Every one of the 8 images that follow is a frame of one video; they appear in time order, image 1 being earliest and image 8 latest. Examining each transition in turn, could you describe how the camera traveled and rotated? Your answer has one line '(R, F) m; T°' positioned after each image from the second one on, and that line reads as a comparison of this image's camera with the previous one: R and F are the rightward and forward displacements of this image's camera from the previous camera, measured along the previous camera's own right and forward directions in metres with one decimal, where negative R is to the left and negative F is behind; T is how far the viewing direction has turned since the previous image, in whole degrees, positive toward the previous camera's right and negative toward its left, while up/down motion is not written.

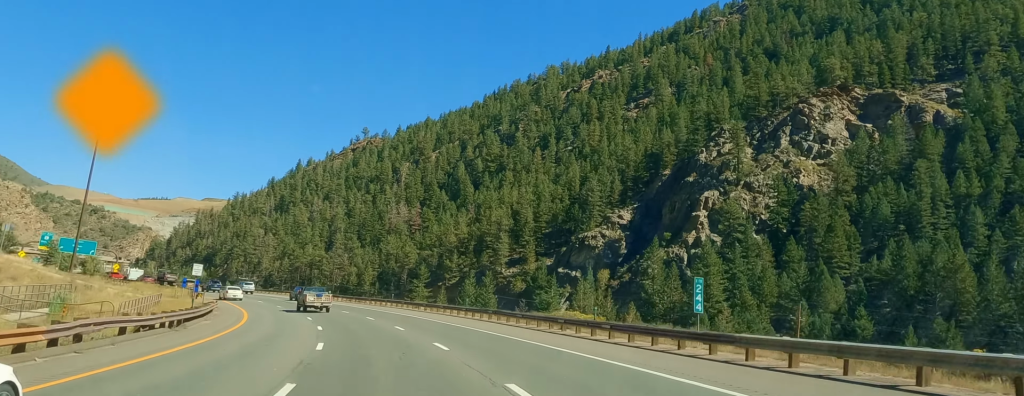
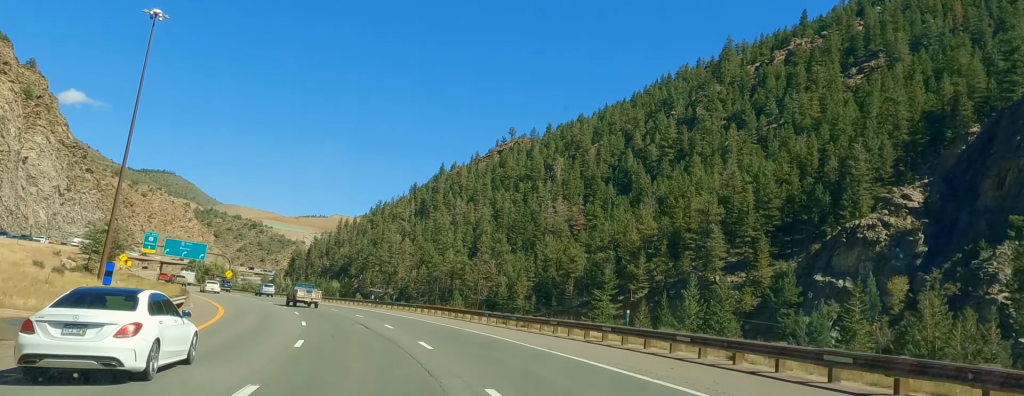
(-5.3, +48.3) m; -11°
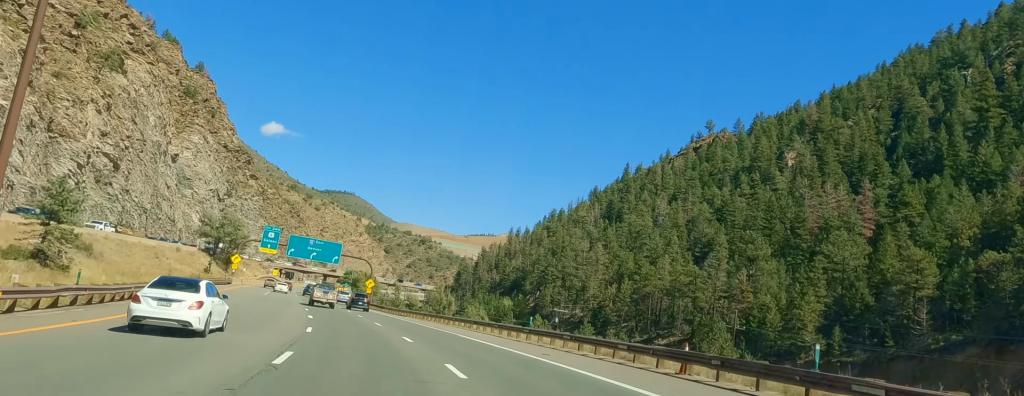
(-4.8, +55.1) m; -8°
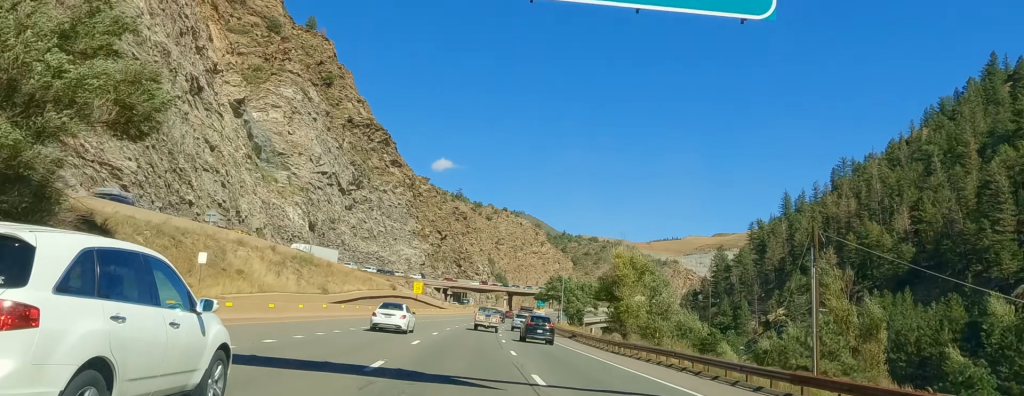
(-9.6, +119.3) m; -5°
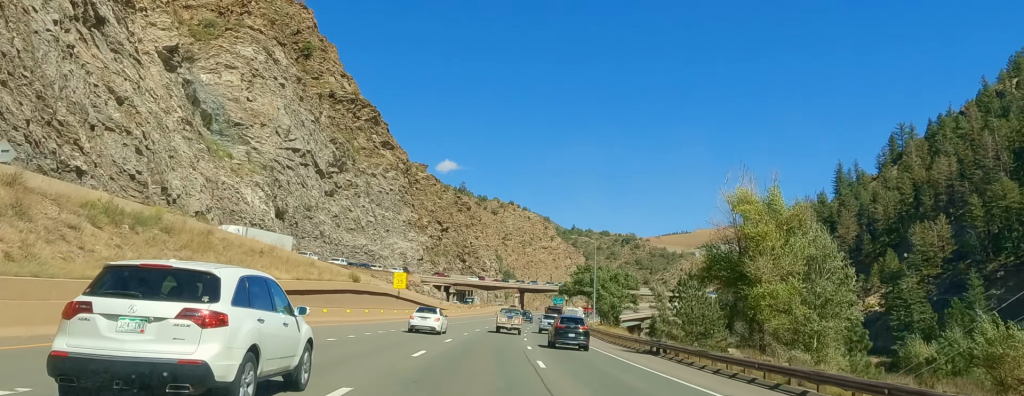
(0.0, +30.5) m; +1°
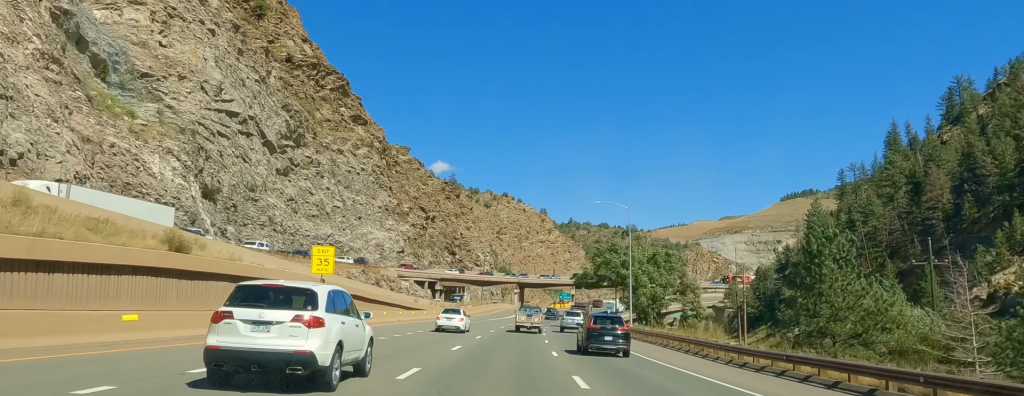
(+1.1, +30.2) m; +1°
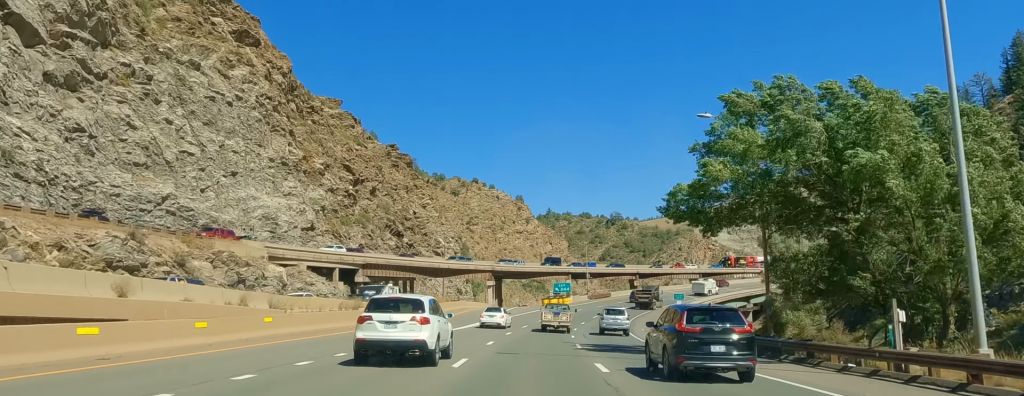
(+0.6, +55.7) m; +5°
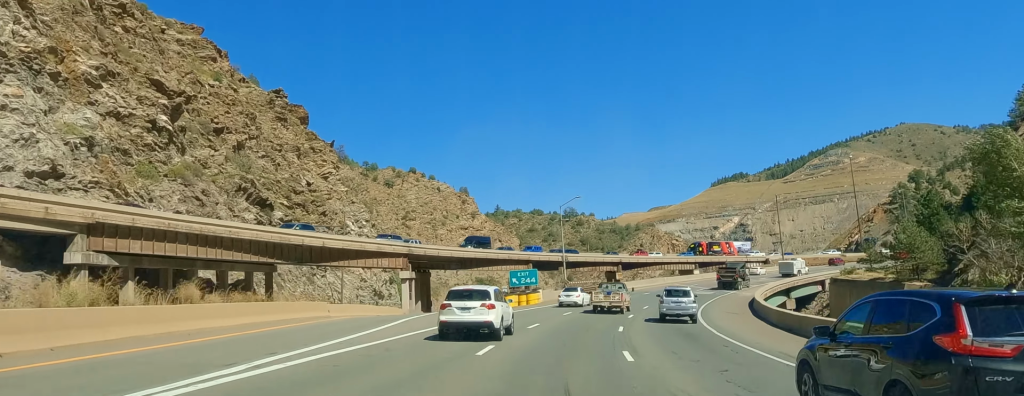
(+3.3, +45.8) m; +8°
